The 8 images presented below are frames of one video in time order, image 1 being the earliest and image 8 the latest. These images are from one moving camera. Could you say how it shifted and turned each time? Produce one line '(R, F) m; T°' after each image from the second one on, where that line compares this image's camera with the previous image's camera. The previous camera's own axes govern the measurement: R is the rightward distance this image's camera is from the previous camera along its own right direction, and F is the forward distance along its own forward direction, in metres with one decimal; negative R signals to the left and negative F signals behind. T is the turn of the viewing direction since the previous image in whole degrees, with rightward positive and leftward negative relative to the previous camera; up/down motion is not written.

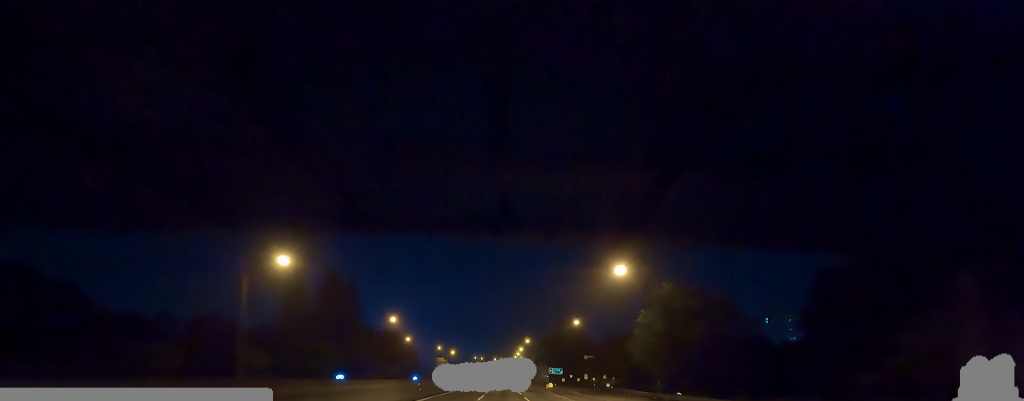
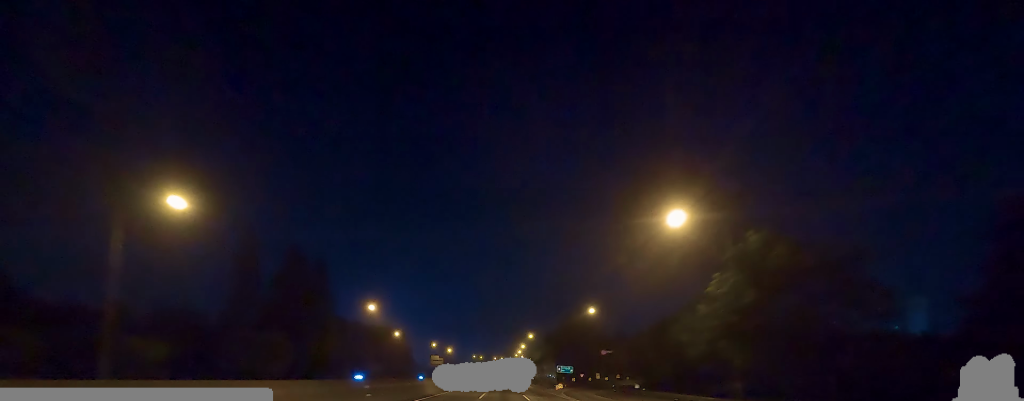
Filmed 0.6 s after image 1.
(0.0, +16.7) m; 0°
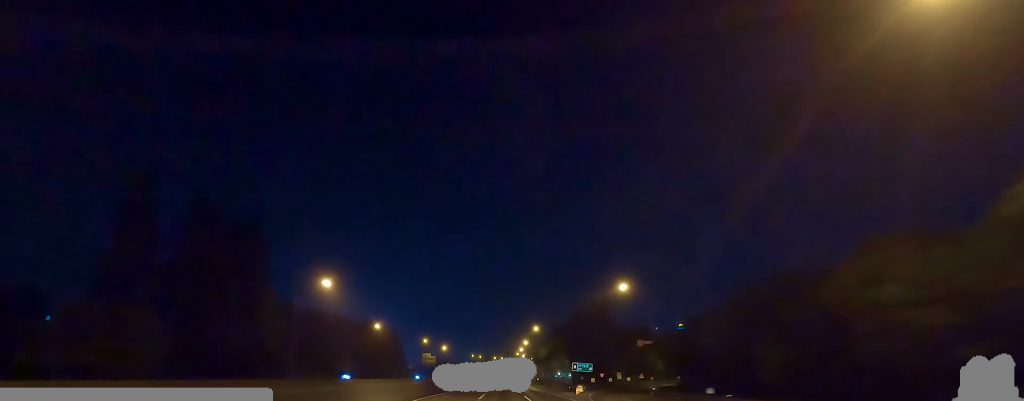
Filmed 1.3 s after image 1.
(0.0, +21.7) m; 0°
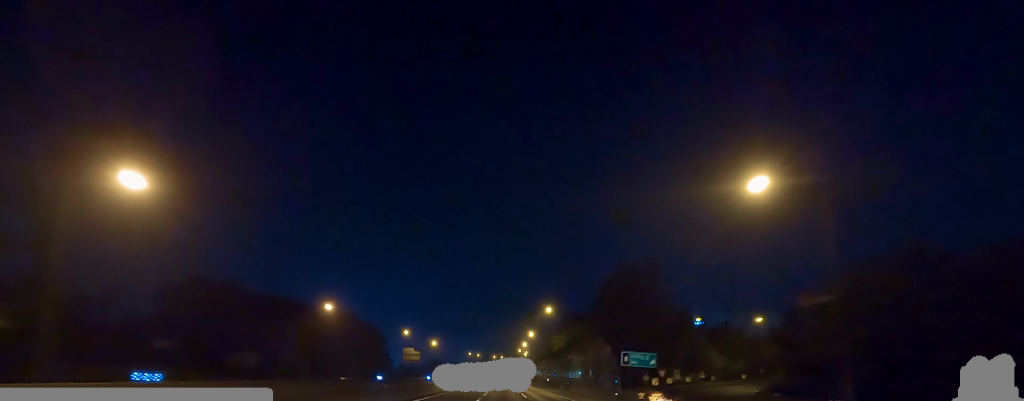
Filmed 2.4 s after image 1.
(0.0, +32.8) m; 0°
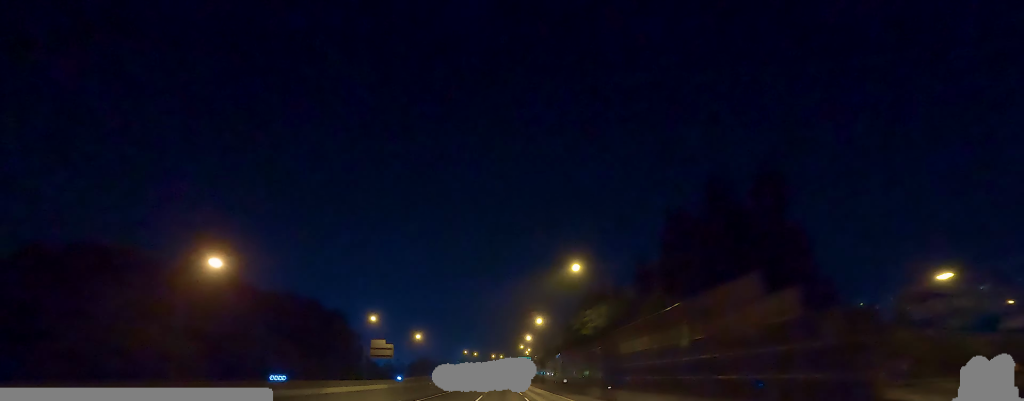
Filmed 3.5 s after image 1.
(0.0, +32.9) m; 0°
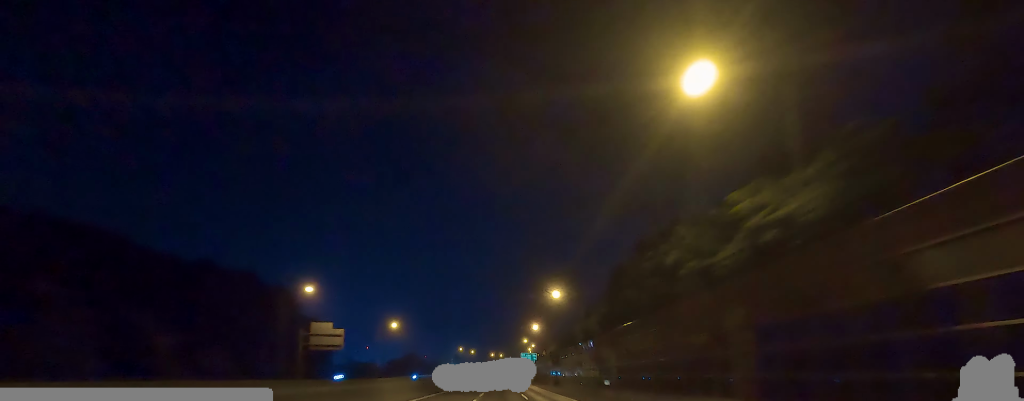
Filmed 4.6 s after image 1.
(0.0, +33.1) m; 0°
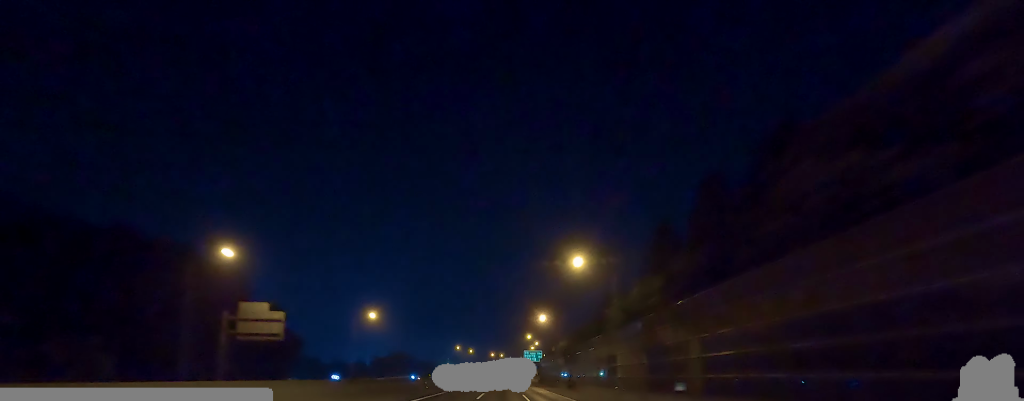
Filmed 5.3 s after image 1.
(0.0, +20.1) m; 0°
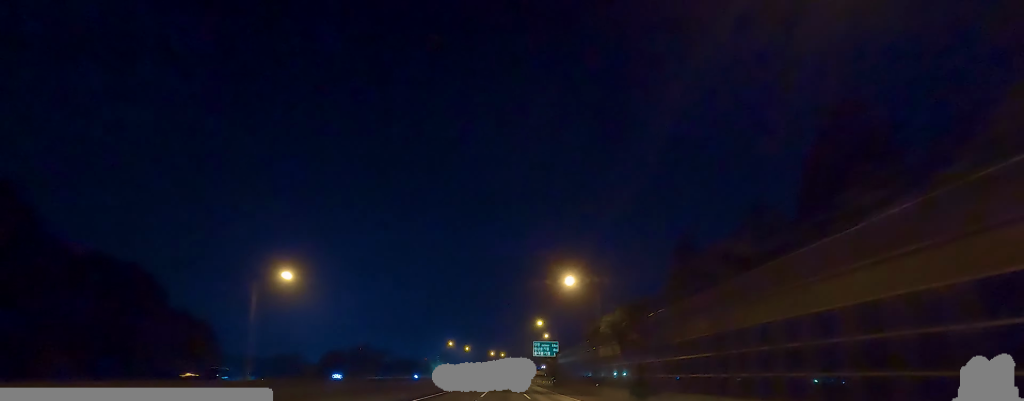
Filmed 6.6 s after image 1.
(-0.9, +39.4) m; -2°
